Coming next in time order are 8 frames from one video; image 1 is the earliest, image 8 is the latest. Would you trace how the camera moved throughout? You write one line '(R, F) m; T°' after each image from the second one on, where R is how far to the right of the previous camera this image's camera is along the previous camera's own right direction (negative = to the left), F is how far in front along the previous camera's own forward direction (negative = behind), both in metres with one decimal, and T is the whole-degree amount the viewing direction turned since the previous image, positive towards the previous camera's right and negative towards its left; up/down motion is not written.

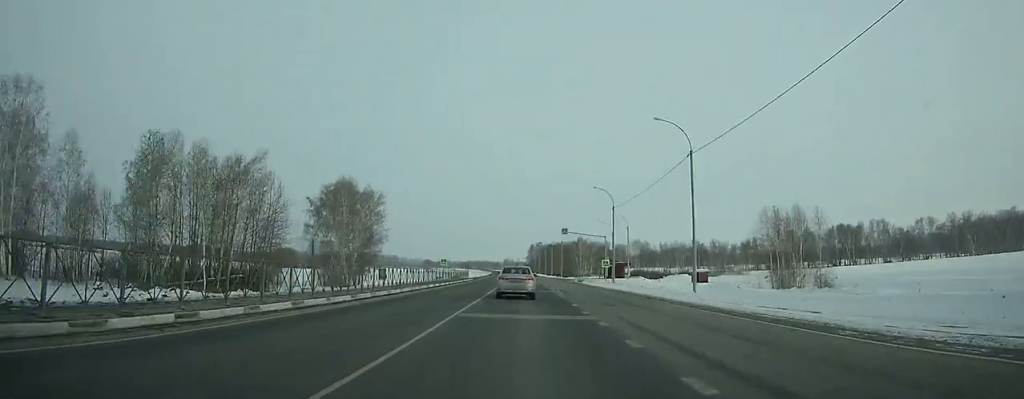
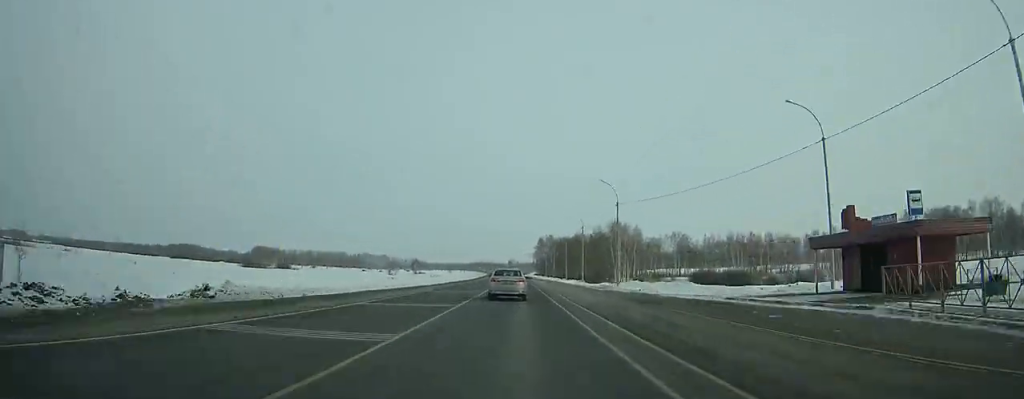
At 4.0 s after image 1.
(-0.9, +80.1) m; -1°
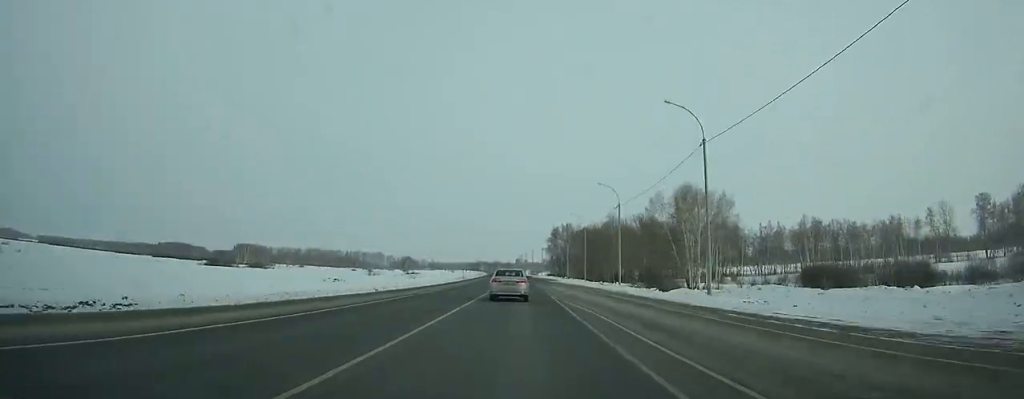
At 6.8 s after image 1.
(-0.4, +57.3) m; -1°
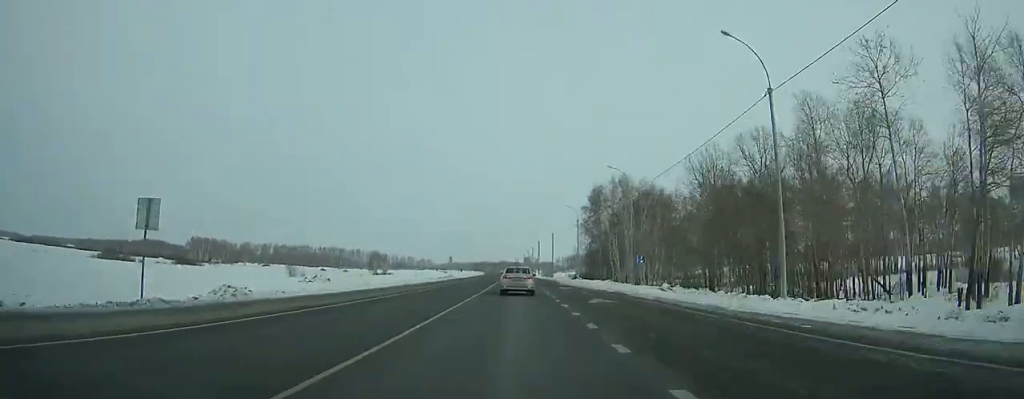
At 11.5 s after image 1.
(-0.7, +99.2) m; -1°
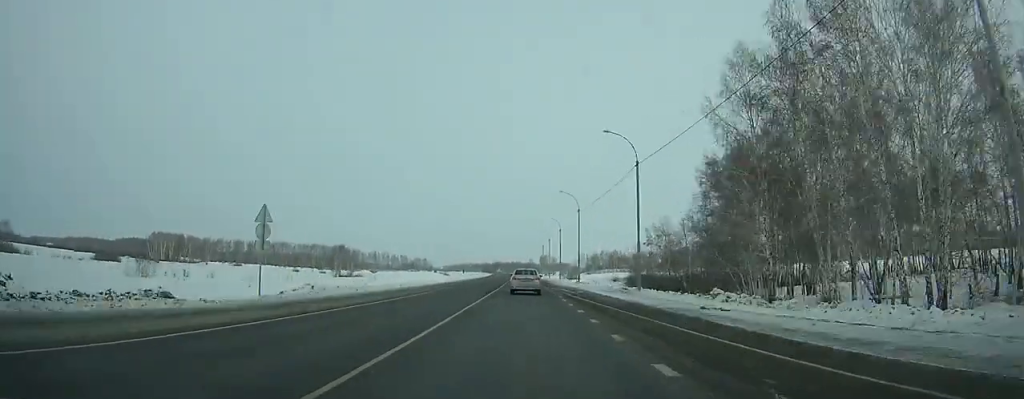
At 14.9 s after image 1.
(-0.7, +74.9) m; -1°
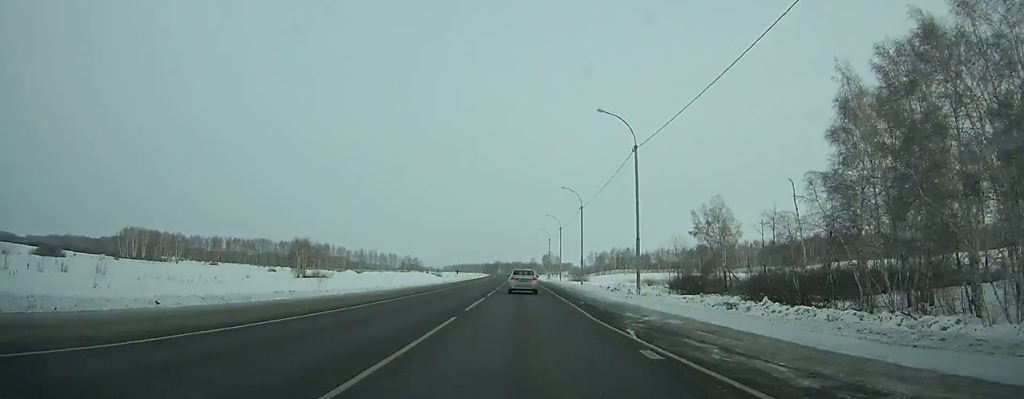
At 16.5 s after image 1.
(+0.3, +36.2) m; -1°
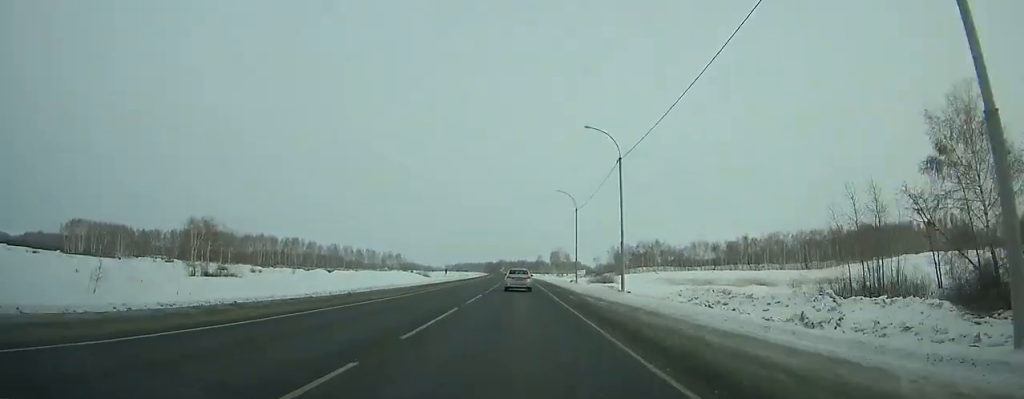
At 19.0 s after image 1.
(-0.7, +58.0) m; -1°
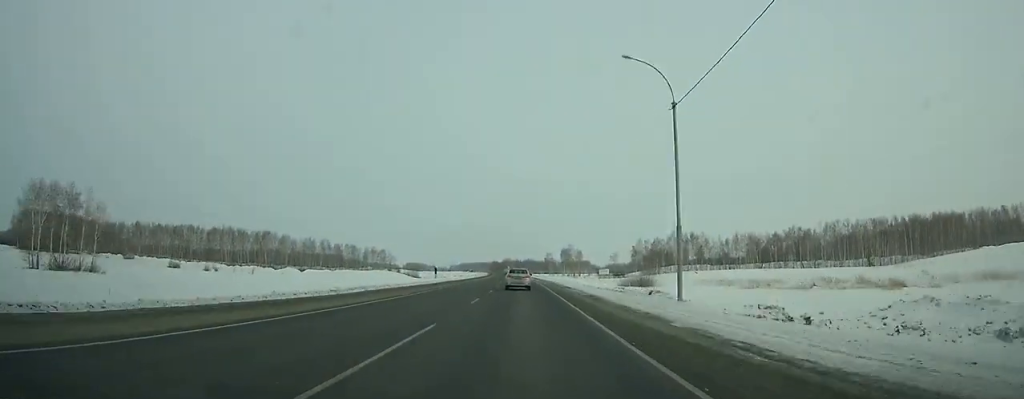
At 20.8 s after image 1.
(-0.4, +42.7) m; -1°
